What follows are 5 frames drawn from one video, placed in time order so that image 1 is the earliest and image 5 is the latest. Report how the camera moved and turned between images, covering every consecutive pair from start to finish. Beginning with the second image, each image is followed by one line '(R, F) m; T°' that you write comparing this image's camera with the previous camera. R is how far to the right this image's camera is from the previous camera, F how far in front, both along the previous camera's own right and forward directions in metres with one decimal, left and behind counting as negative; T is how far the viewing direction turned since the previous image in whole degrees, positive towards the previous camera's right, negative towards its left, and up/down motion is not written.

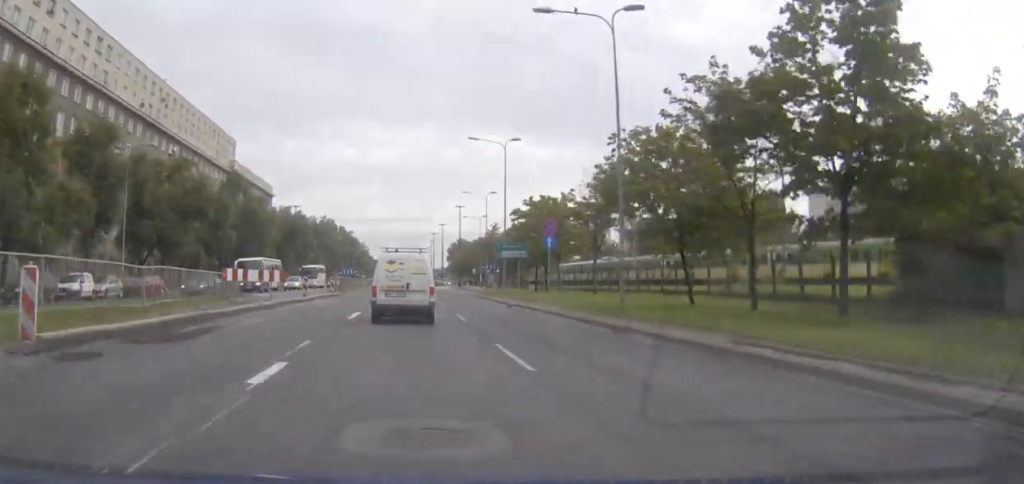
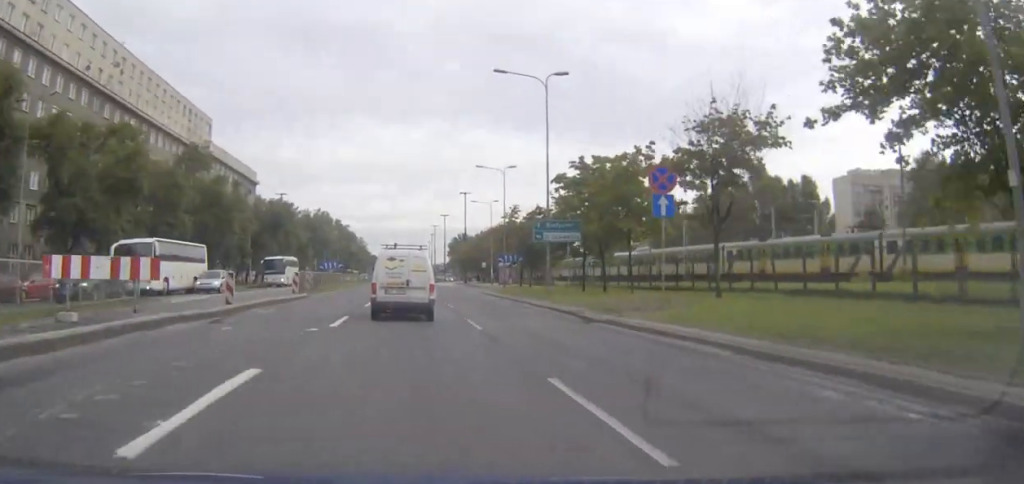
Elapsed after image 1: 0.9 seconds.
(0.0, +16.8) m; 0°
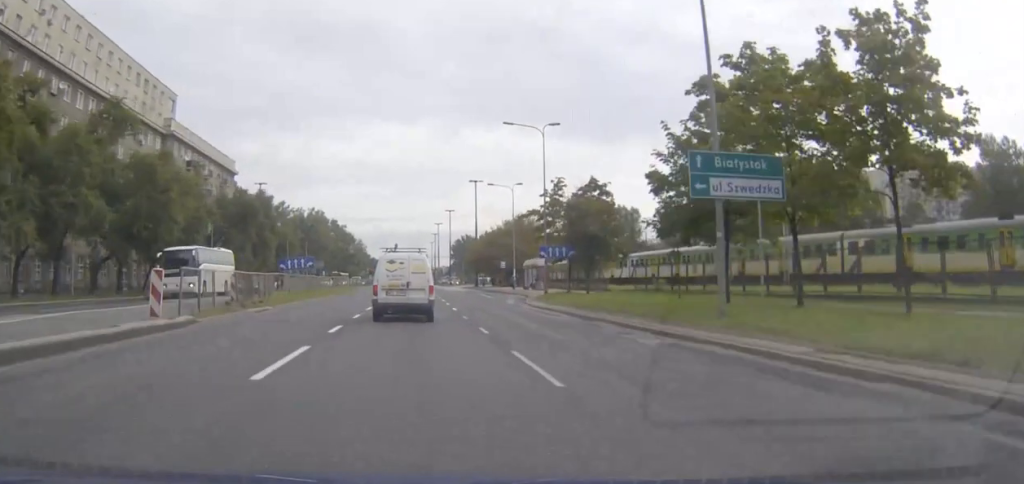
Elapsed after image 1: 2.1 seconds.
(0.0, +20.4) m; 0°
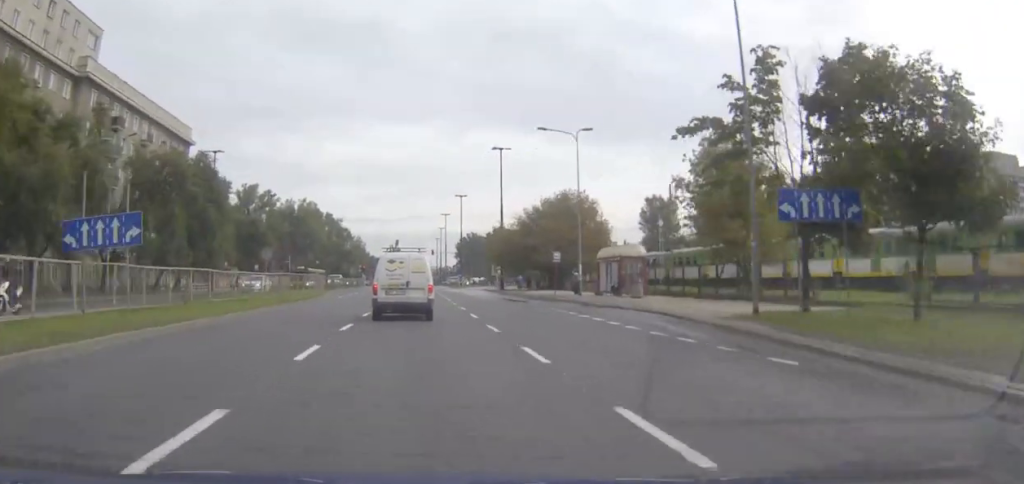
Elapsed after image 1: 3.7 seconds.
(0.0, +29.2) m; 0°
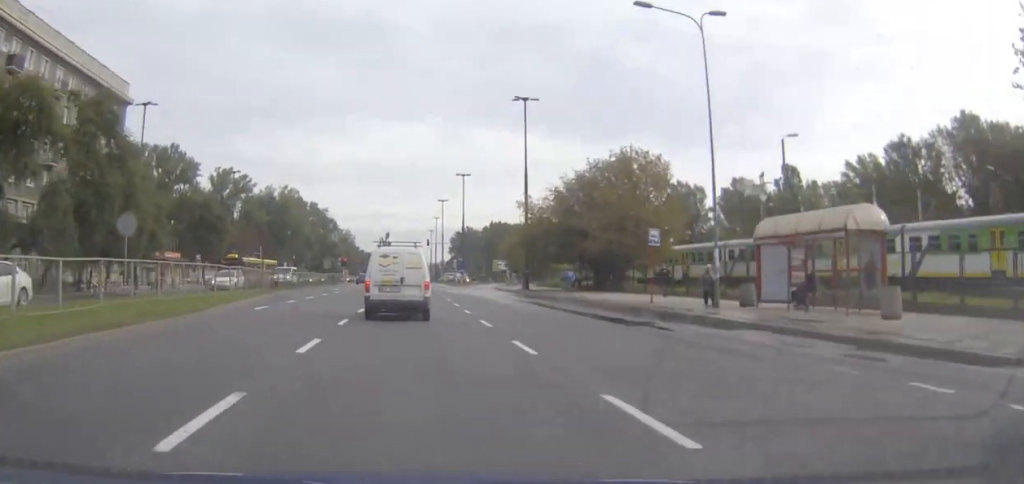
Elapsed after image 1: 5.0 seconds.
(0.0, +22.8) m; 0°
